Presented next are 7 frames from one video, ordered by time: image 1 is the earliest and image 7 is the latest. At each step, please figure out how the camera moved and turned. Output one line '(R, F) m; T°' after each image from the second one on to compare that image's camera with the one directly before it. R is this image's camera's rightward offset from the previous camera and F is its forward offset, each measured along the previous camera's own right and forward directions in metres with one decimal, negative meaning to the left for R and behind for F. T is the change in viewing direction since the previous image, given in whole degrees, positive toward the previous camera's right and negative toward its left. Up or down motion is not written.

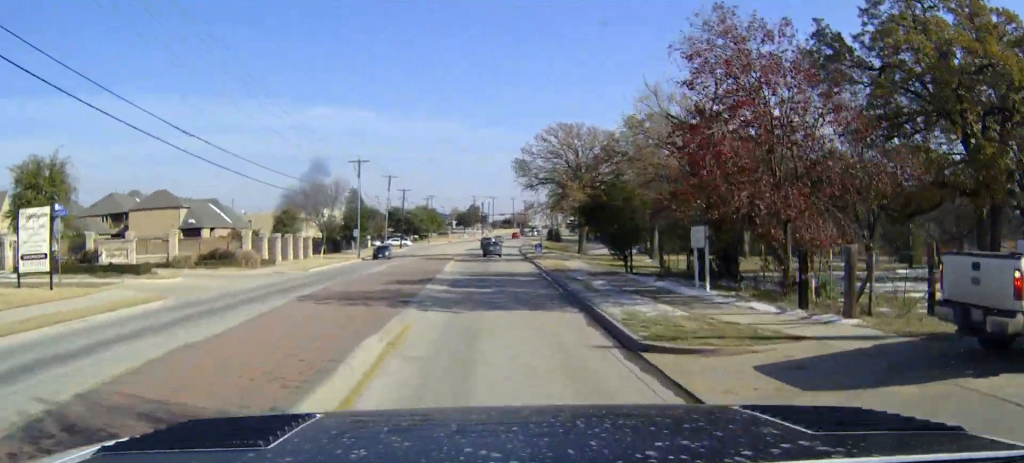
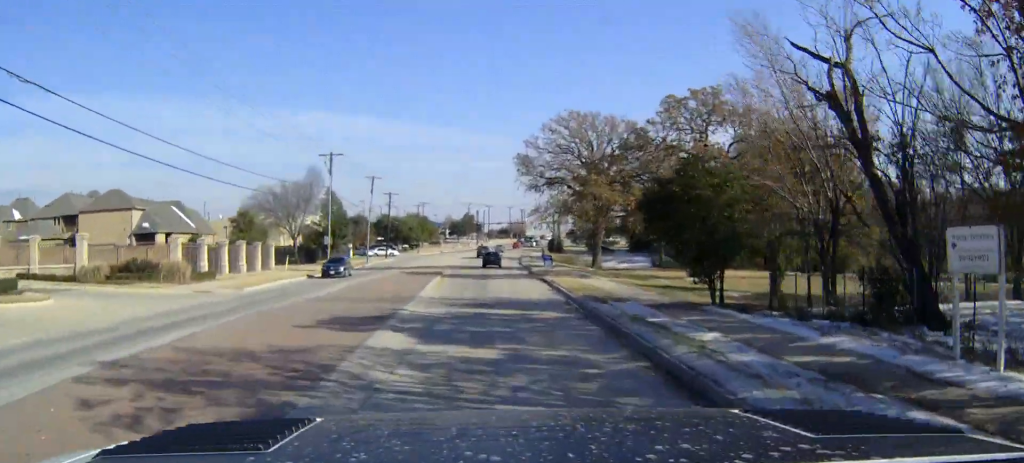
(0.0, +13.5) m; 0°
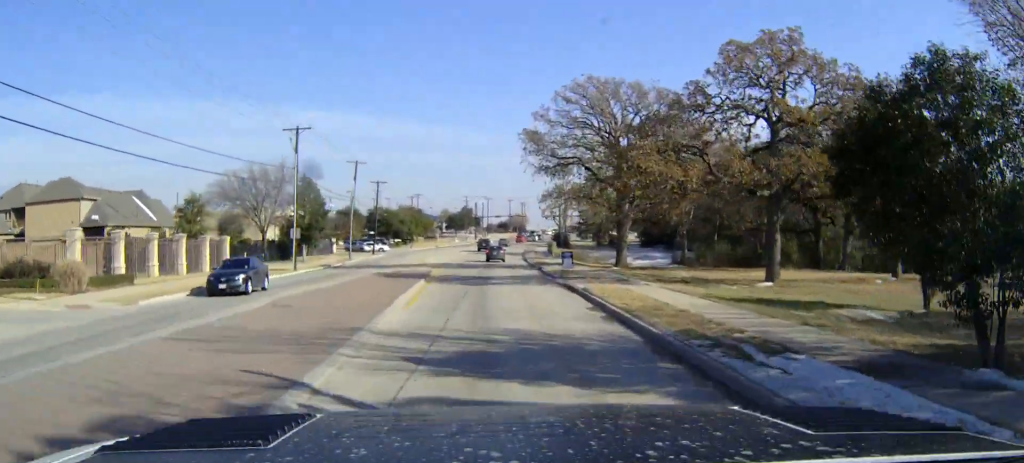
(+0.1, +12.8) m; 0°
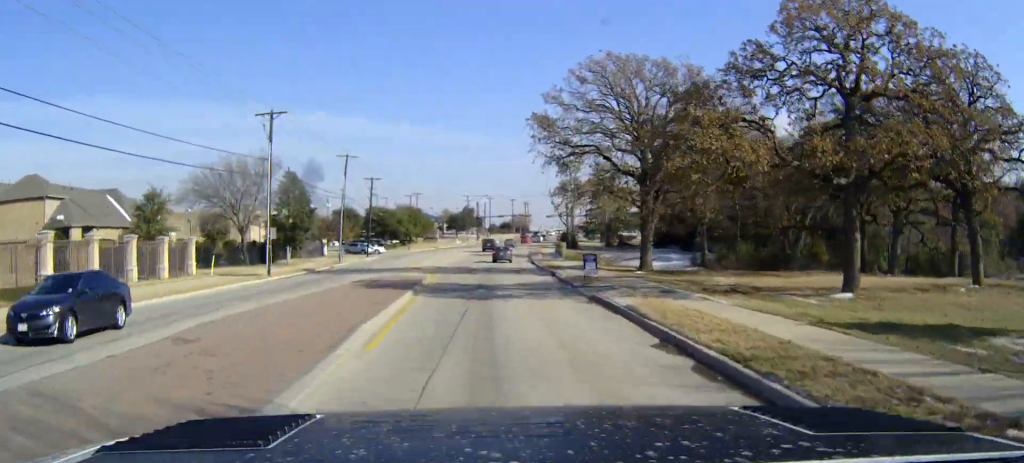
(0.0, +8.0) m; 0°
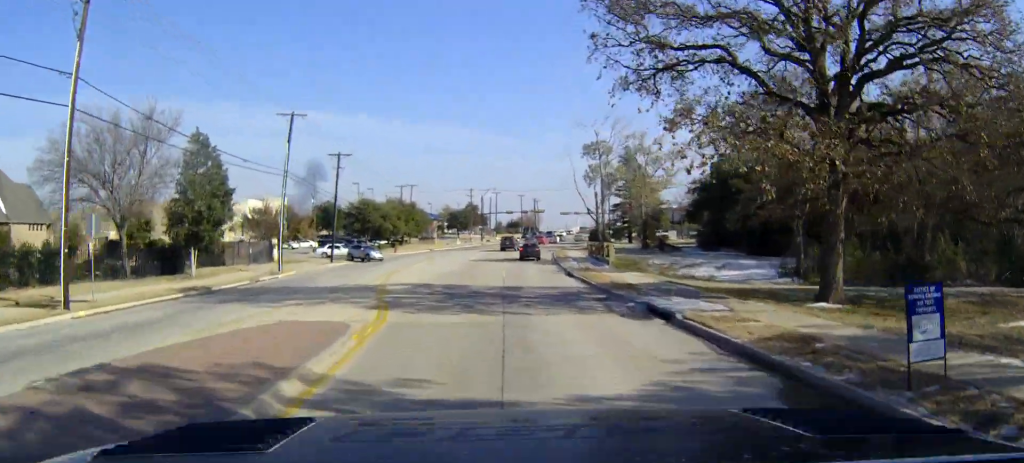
(-0.1, +28.2) m; 0°
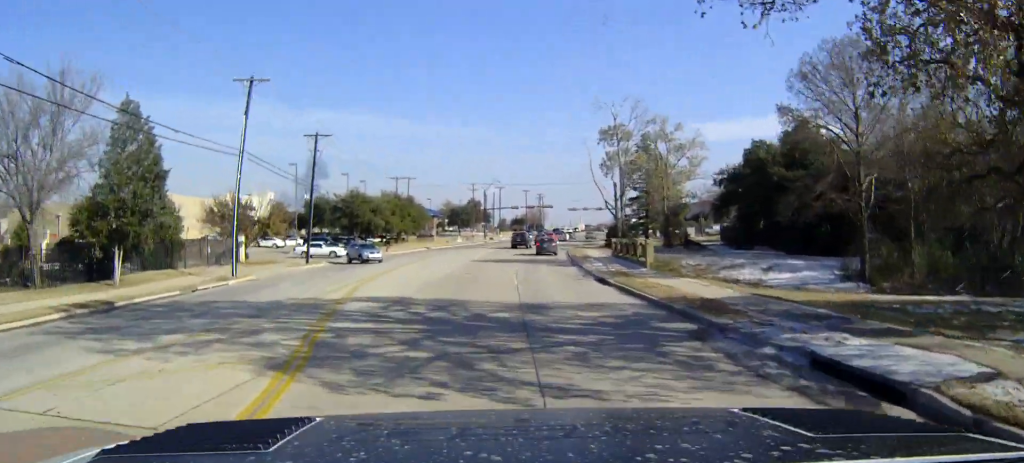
(0.0, +12.3) m; 0°
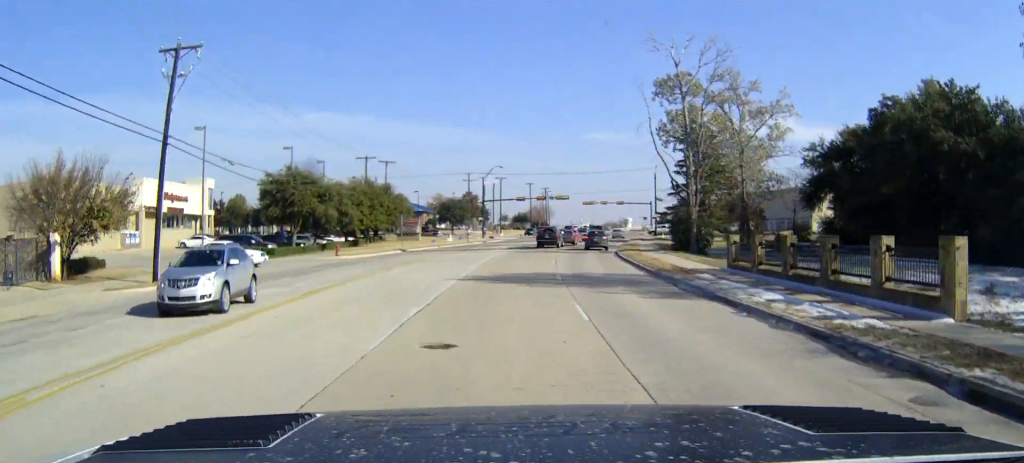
(-0.1, +33.7) m; +1°
